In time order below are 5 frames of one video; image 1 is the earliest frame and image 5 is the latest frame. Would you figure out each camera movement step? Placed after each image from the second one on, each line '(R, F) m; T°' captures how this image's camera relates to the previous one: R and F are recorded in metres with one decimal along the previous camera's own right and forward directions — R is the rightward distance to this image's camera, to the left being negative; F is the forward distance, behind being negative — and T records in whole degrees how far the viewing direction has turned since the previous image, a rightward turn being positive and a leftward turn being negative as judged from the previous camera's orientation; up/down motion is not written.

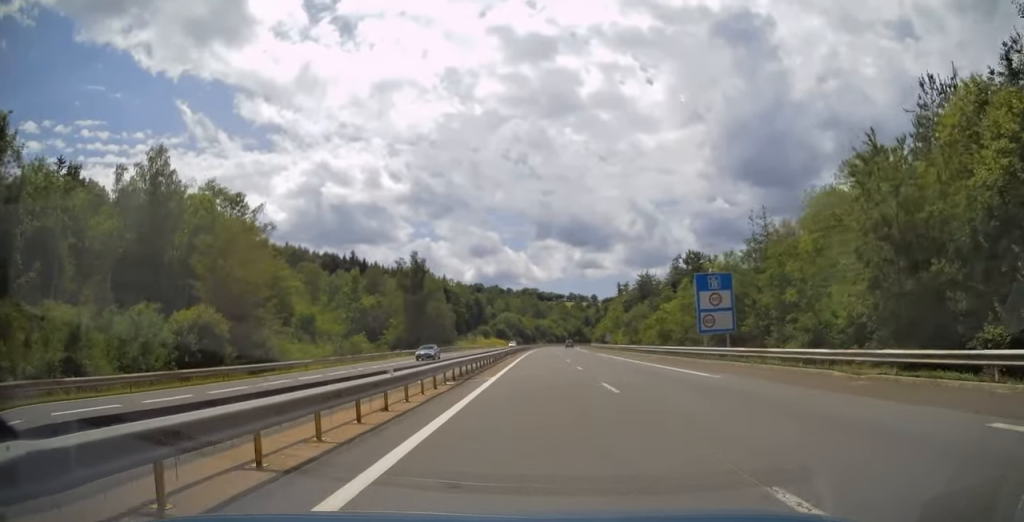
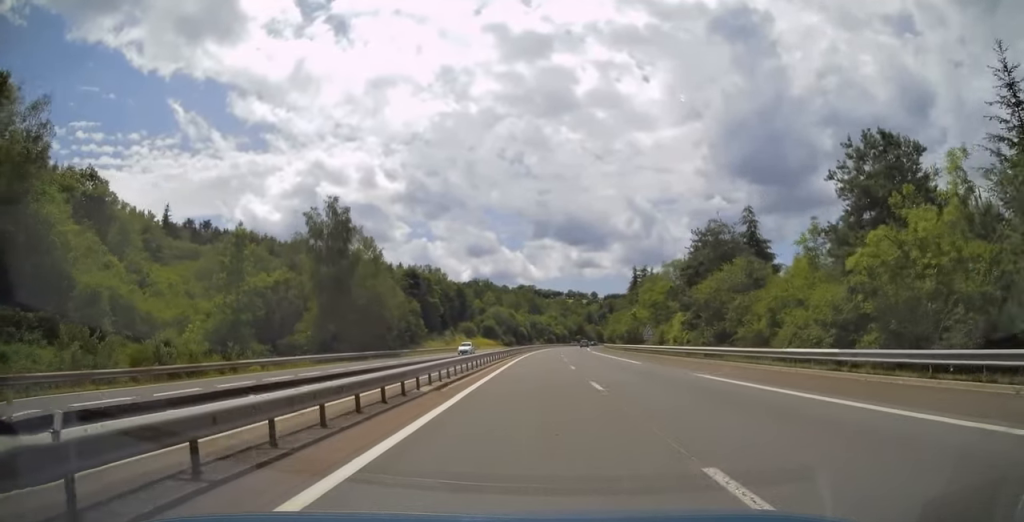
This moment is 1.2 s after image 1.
(+0.3, +37.6) m; 0°
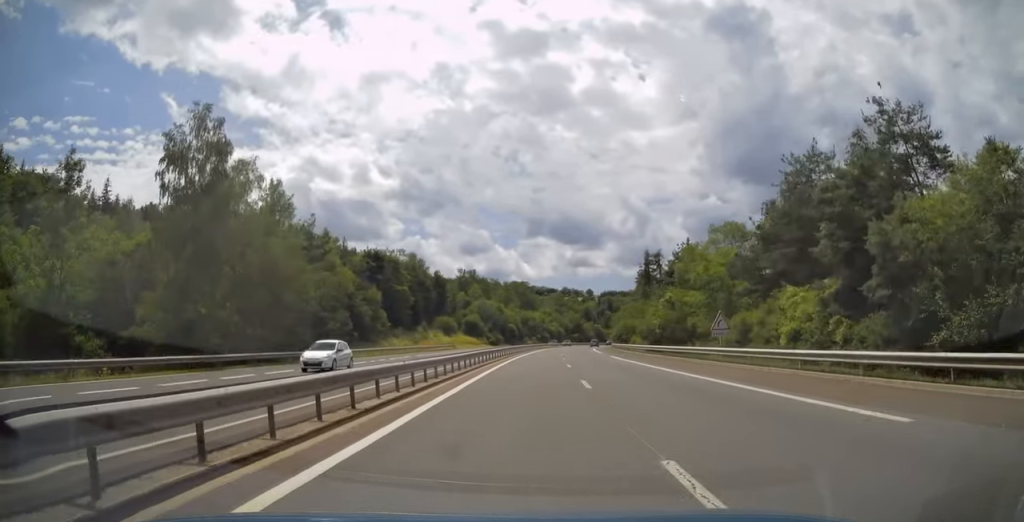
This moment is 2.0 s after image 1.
(0.0, +23.3) m; 0°
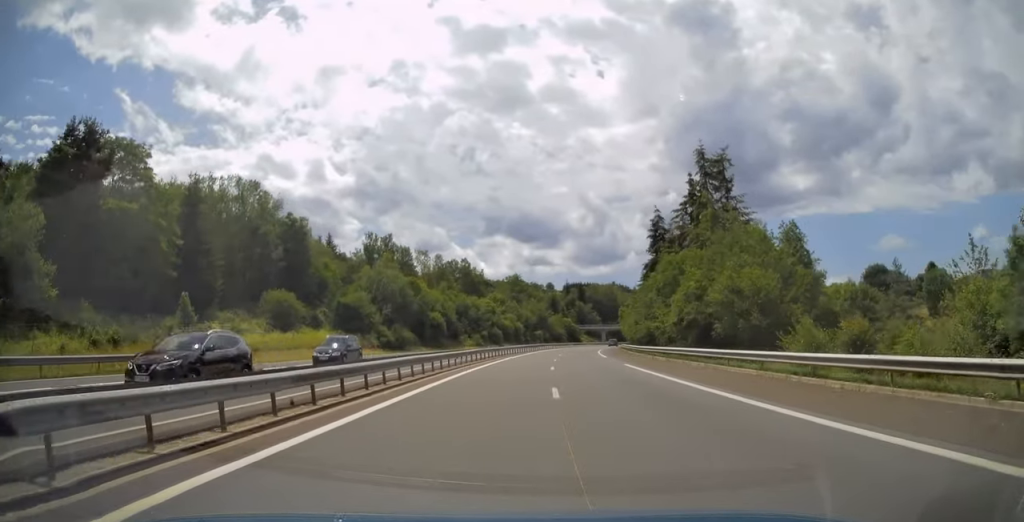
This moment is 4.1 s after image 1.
(+1.4, +60.0) m; +4°
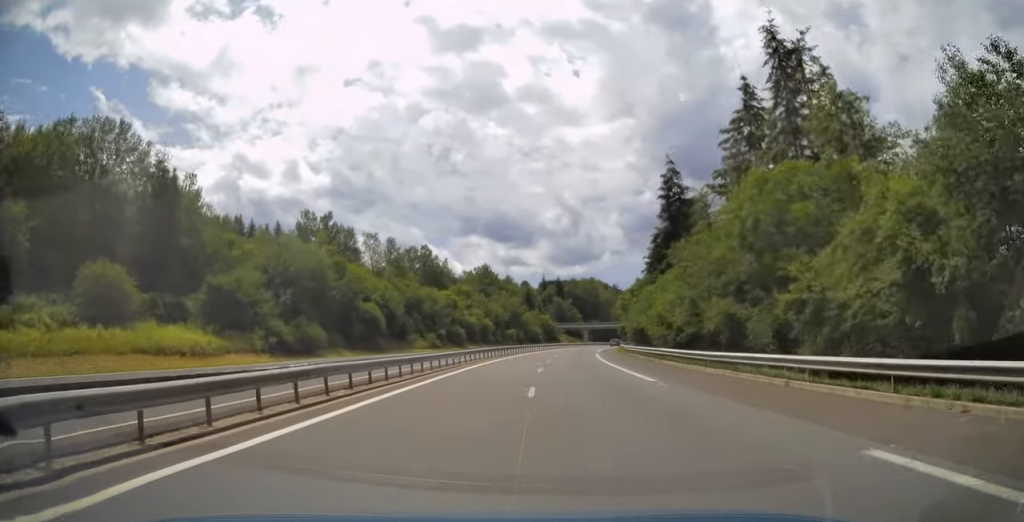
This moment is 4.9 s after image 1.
(+0.4, +25.3) m; +2°
